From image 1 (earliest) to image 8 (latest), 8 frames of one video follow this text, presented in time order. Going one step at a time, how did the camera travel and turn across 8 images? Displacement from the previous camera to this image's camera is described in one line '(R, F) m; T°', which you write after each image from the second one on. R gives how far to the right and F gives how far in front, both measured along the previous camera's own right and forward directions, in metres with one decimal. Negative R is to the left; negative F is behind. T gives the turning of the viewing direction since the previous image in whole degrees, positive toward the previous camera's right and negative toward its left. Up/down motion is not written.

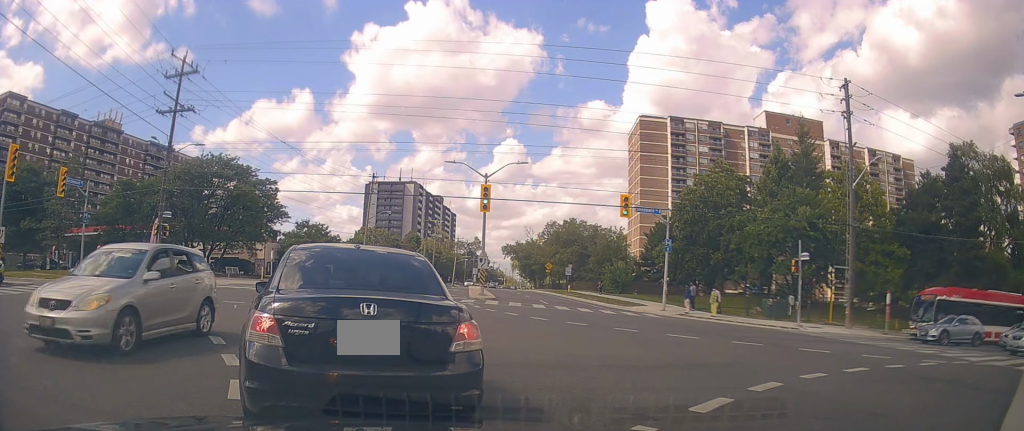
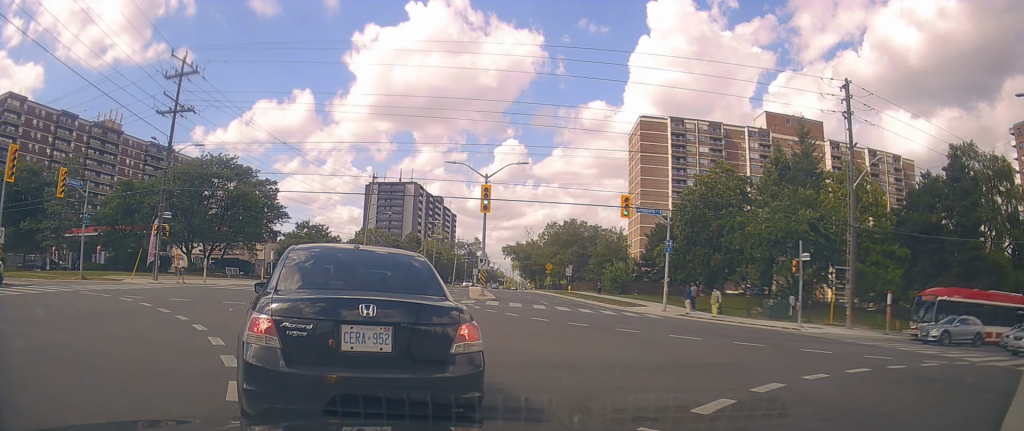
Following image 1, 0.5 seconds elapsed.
(0.0, 0.0) m; 0°
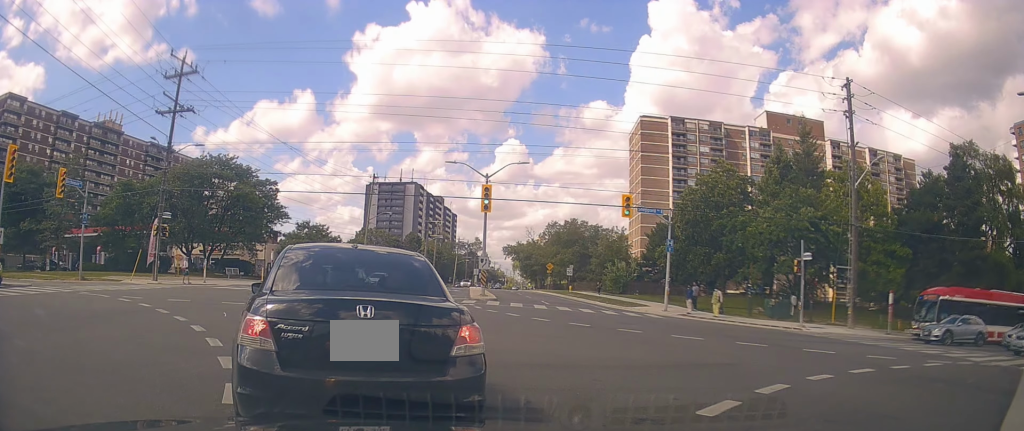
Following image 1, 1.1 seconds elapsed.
(0.0, 0.0) m; 0°
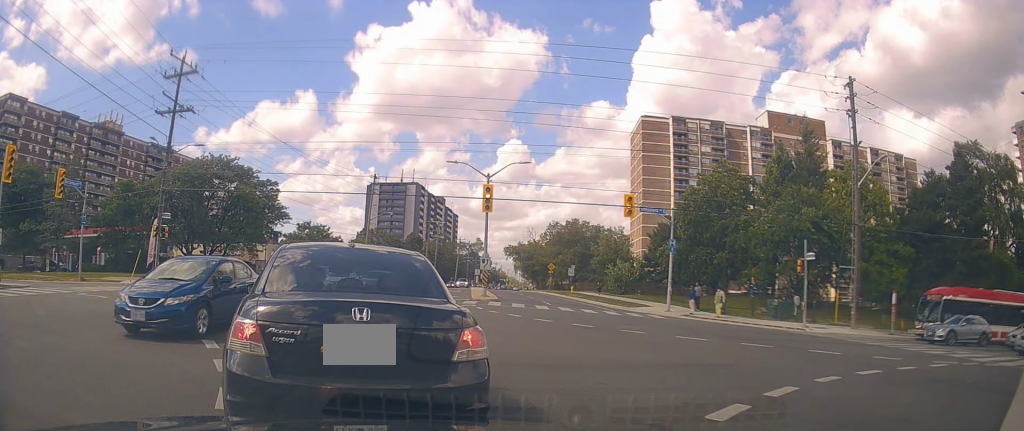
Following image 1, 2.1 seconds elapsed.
(0.0, 0.0) m; 0°
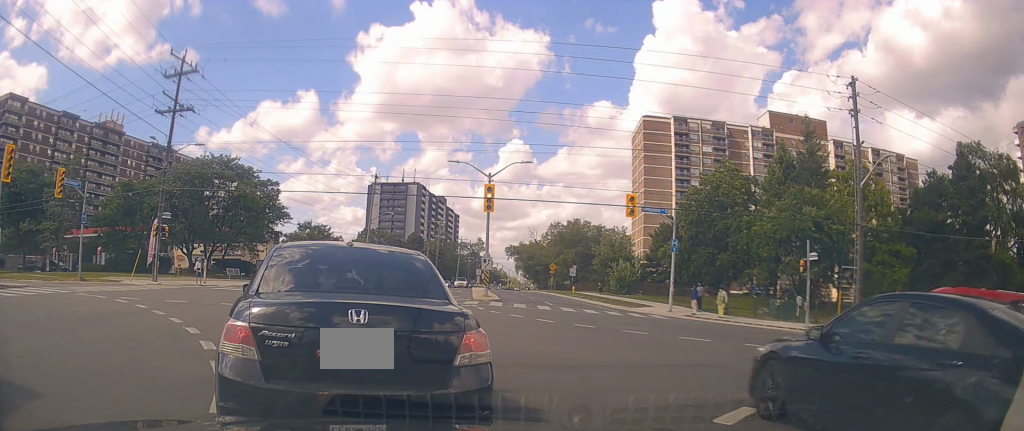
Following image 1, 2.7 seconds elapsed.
(0.0, 0.0) m; 0°
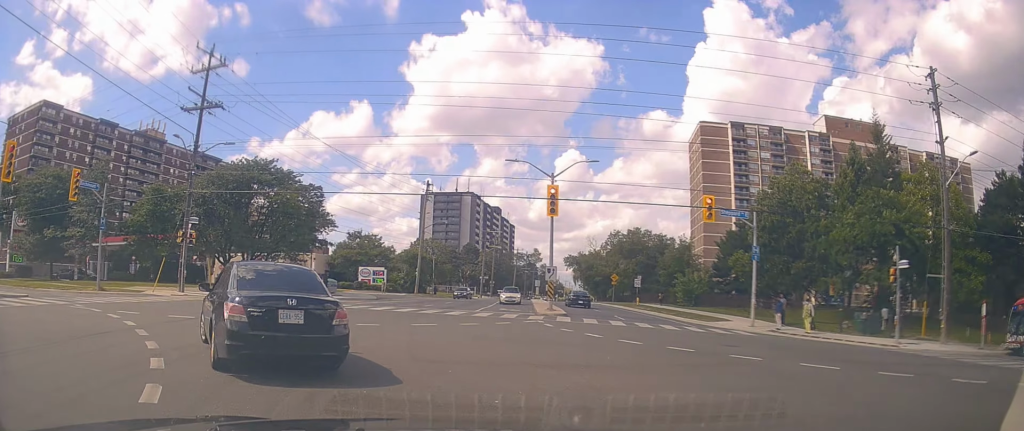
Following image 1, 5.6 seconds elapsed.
(0.0, +0.5) m; 0°
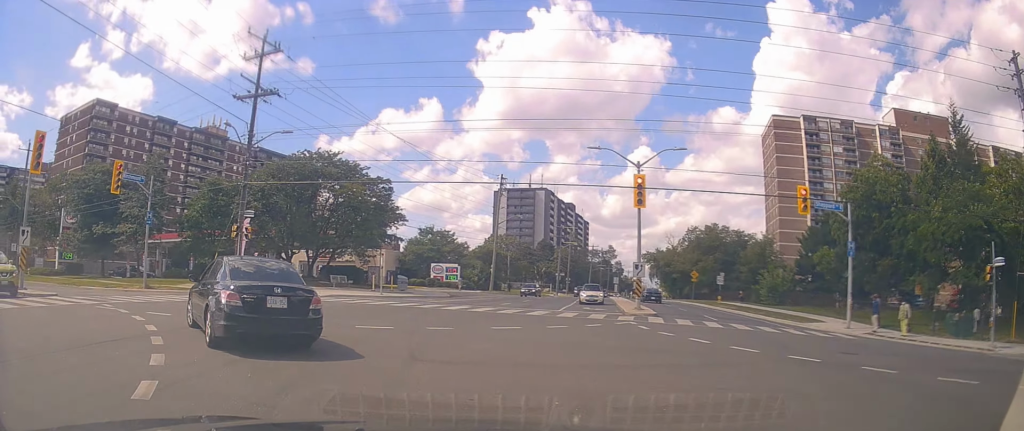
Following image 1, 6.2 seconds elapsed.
(0.0, +1.6) m; -2°
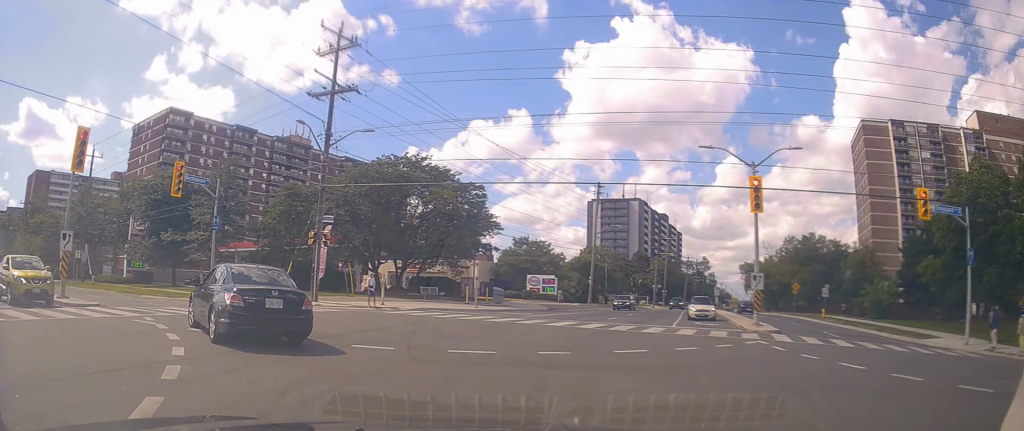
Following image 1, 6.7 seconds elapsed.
(0.0, +1.8) m; -5°
